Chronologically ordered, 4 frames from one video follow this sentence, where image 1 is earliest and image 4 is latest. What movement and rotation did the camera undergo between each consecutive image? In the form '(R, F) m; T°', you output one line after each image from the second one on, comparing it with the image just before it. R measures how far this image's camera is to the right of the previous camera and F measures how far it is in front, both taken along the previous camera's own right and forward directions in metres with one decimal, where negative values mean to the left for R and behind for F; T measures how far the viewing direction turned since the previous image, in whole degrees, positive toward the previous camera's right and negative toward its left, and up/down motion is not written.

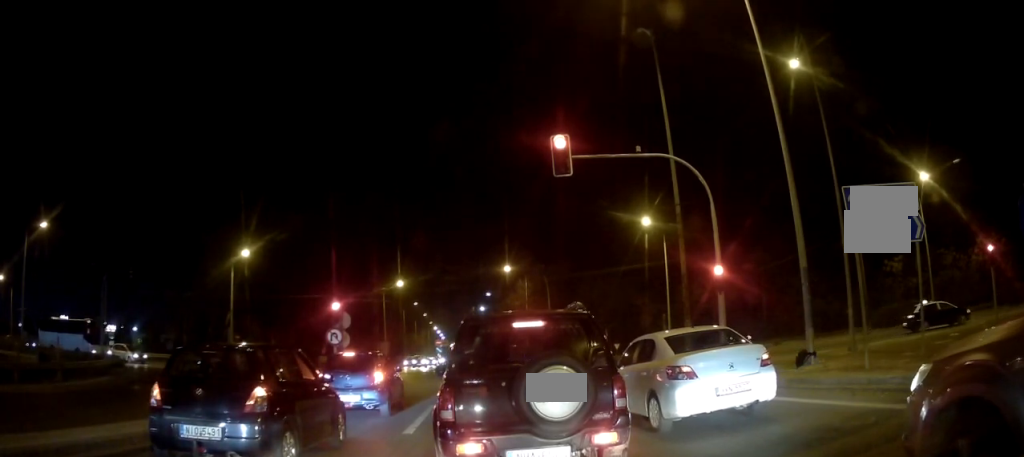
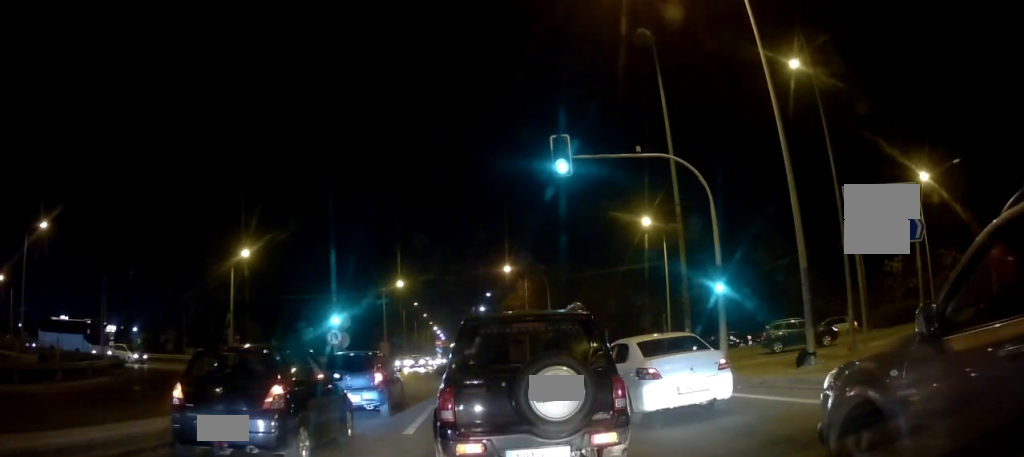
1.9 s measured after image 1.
(+0.1, +0.1) m; 0°
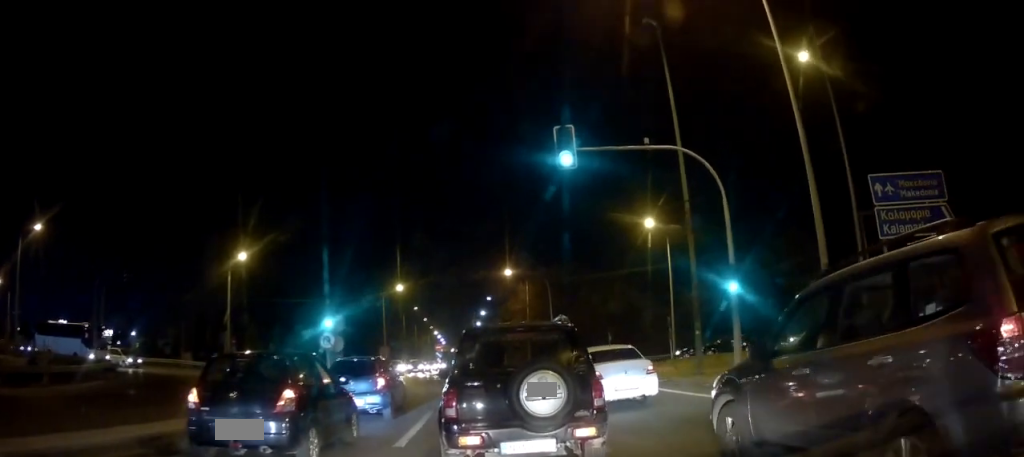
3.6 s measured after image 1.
(+0.5, +1.7) m; 0°
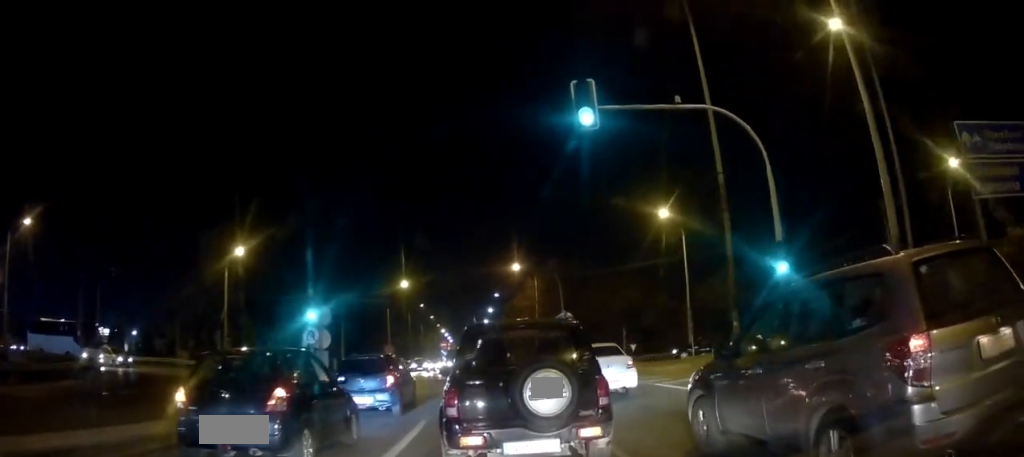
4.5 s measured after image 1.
(0.0, +2.7) m; -2°
